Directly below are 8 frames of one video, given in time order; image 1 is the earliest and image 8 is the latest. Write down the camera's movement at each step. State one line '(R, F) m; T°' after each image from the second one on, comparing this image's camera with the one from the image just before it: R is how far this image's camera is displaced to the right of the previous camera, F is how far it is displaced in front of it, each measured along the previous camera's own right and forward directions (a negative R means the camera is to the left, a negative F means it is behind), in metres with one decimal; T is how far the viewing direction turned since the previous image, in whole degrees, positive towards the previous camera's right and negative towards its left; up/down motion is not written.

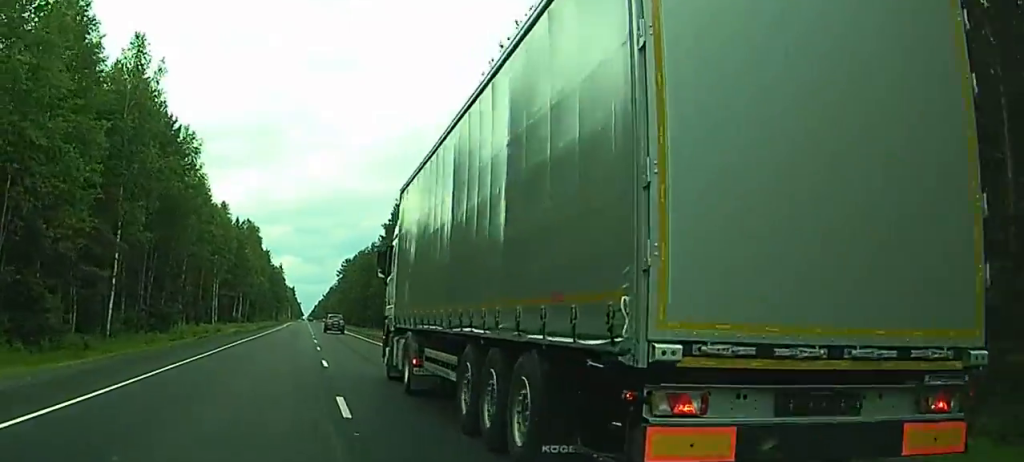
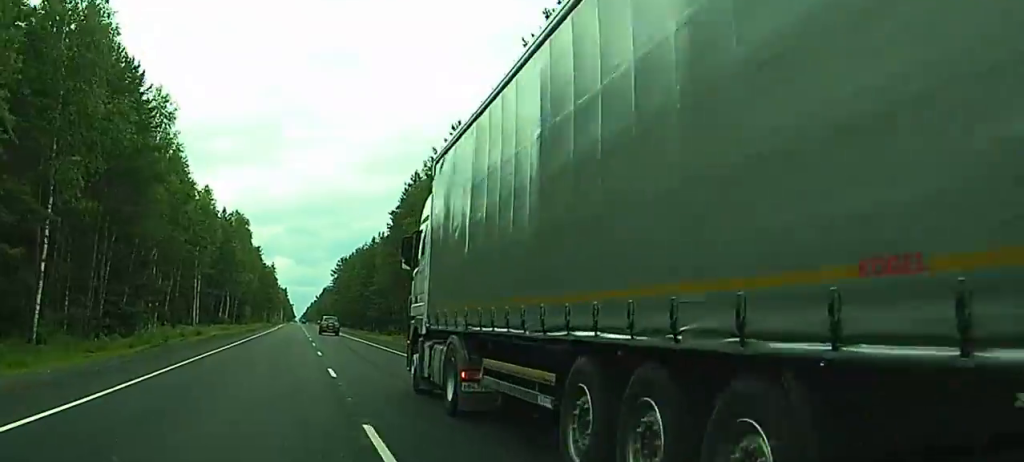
(-0.1, +15.6) m; 0°
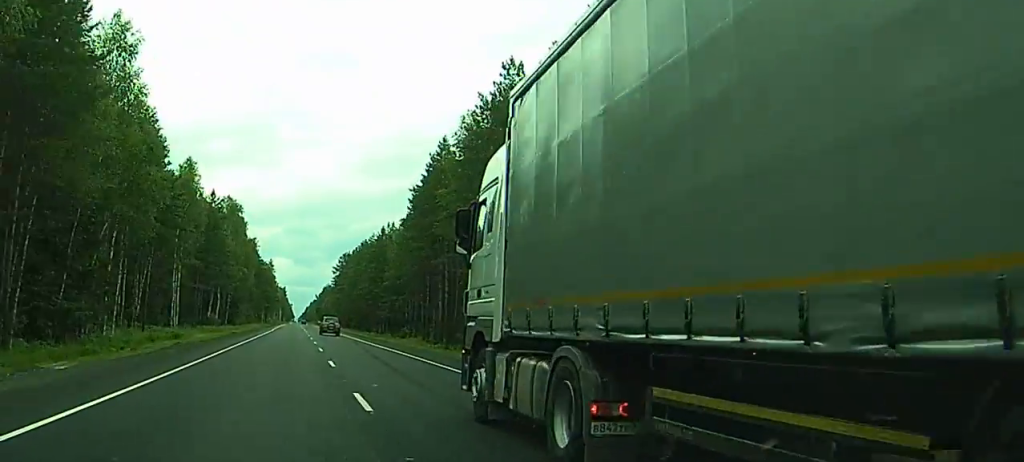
(+0.1, +18.9) m; 0°
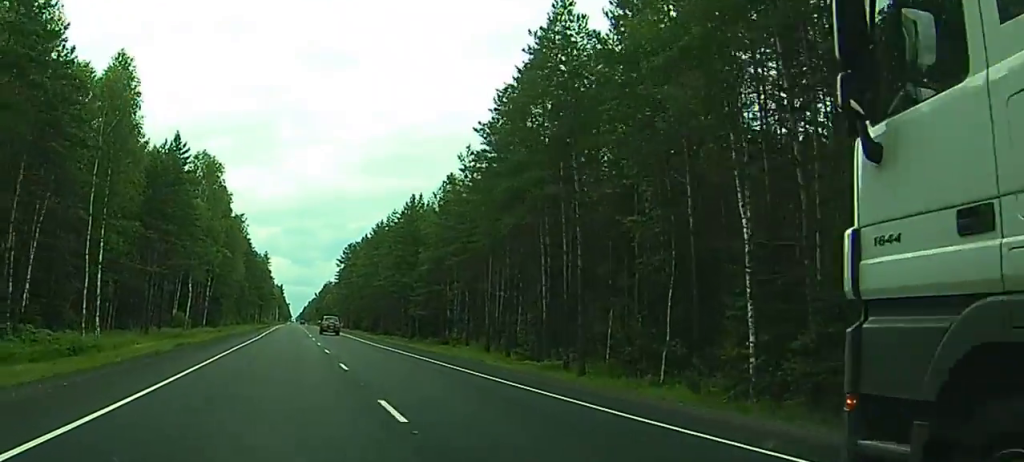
(+0.1, +37.1) m; +1°
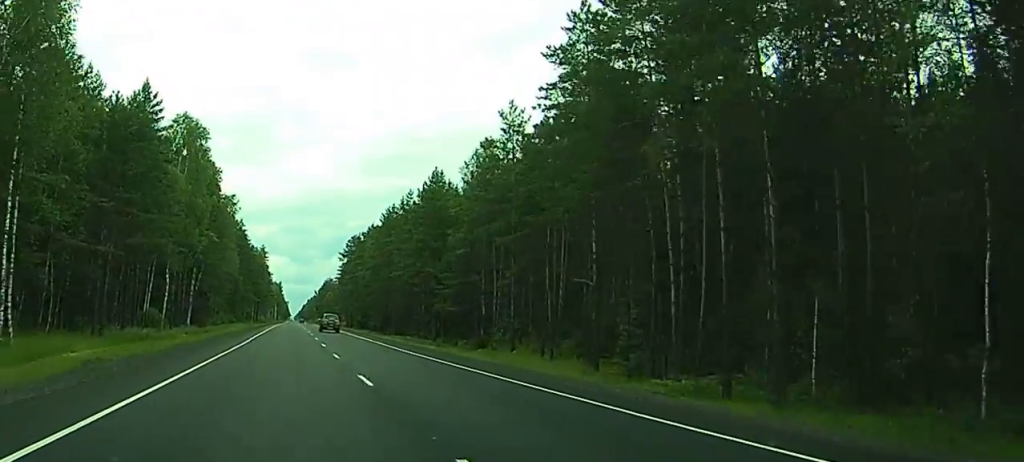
(+0.2, +18.2) m; 0°
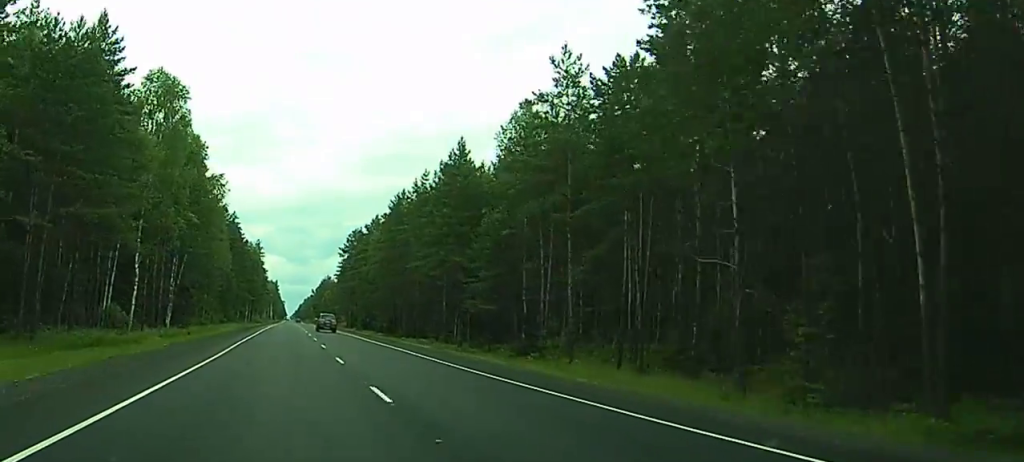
(+0.1, +15.2) m; 0°
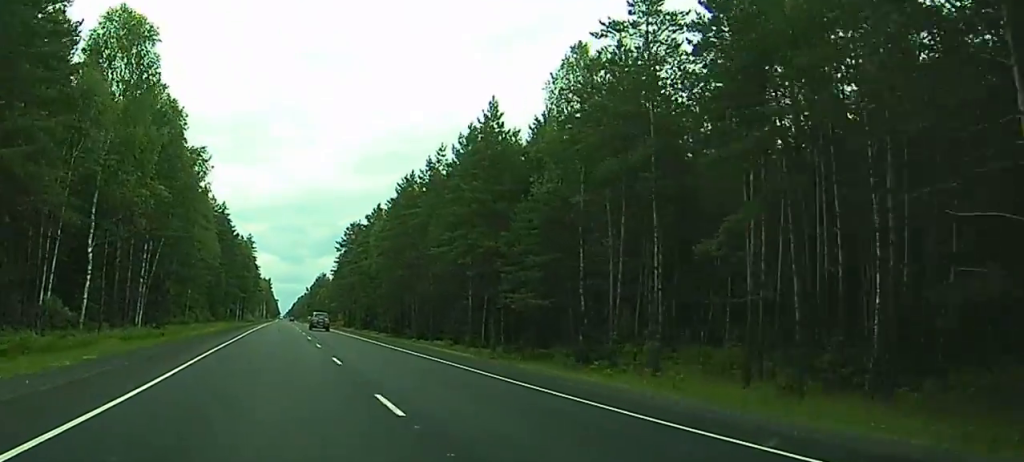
(0.0, +14.2) m; 0°
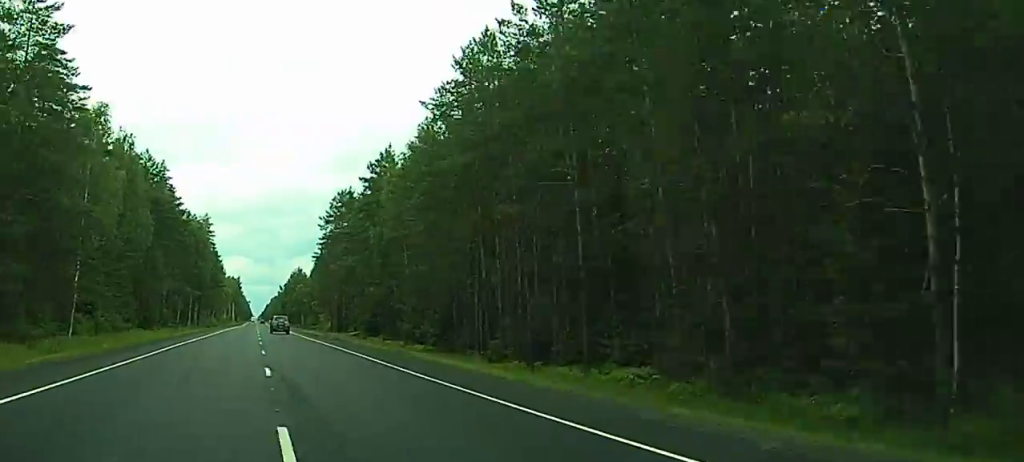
(+0.5, +52.6) m; 0°
